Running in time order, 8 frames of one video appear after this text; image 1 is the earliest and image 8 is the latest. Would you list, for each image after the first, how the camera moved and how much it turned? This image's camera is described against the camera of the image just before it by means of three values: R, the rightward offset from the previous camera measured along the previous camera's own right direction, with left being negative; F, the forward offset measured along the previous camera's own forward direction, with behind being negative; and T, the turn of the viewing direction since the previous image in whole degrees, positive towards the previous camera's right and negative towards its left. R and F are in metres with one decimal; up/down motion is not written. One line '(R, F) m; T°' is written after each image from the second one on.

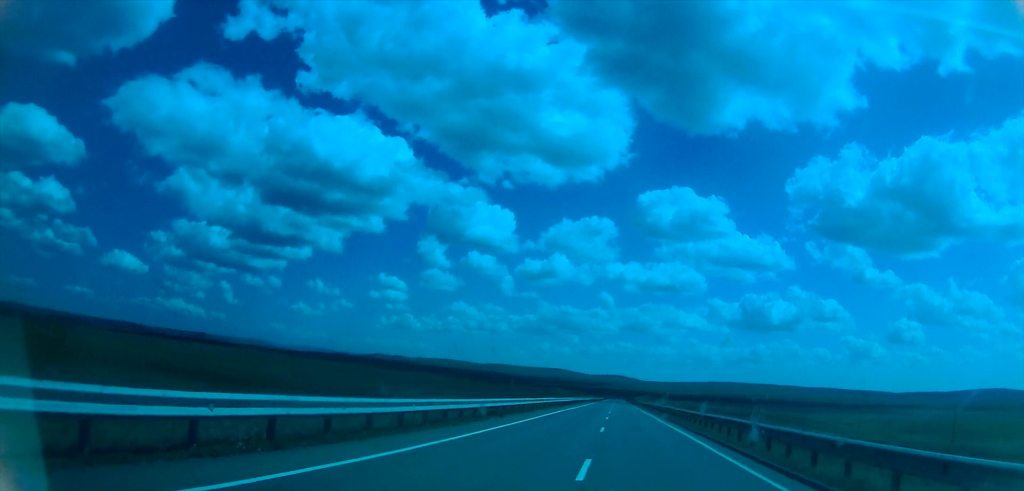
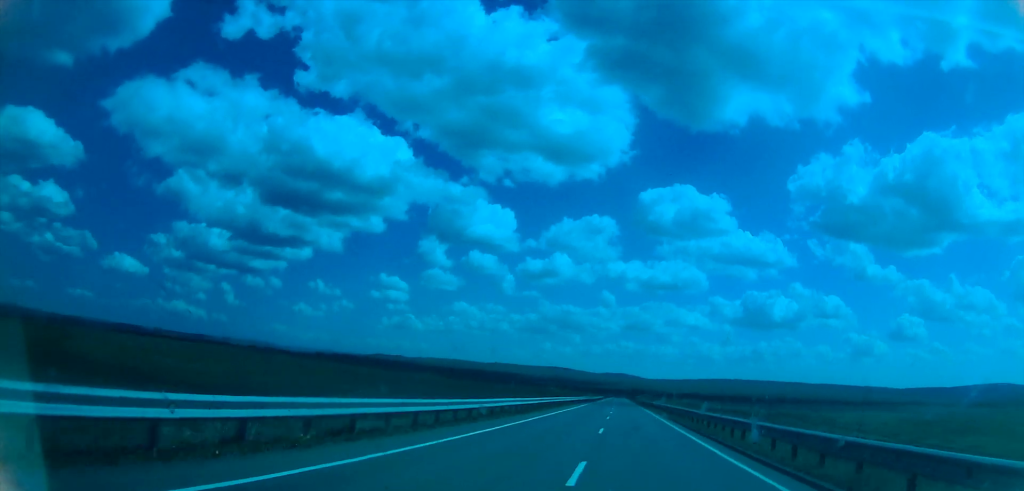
(0.0, +36.7) m; 0°
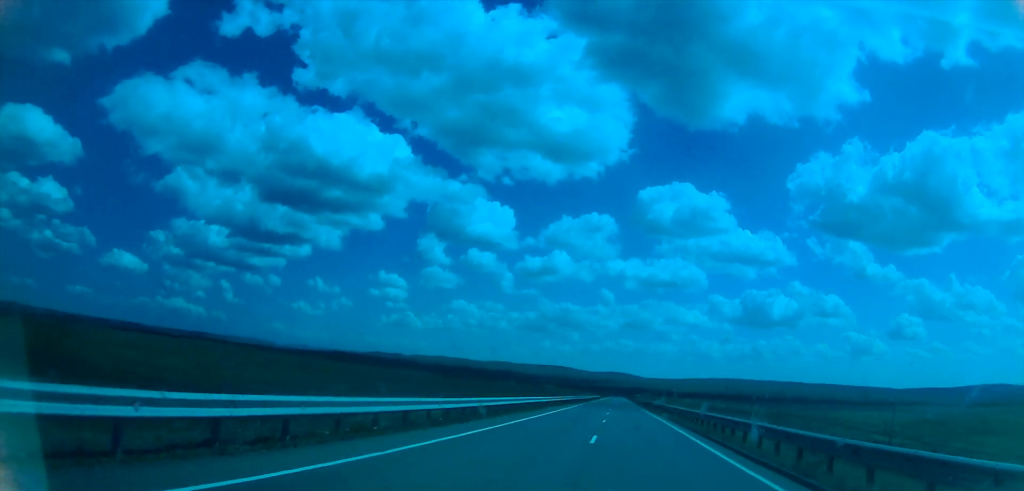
(0.0, +16.7) m; 0°
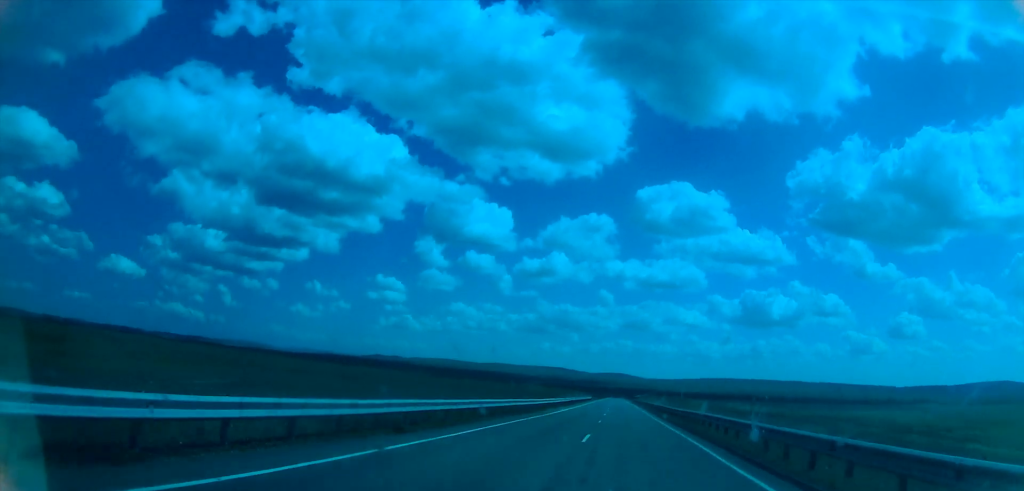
(0.0, +47.6) m; 0°
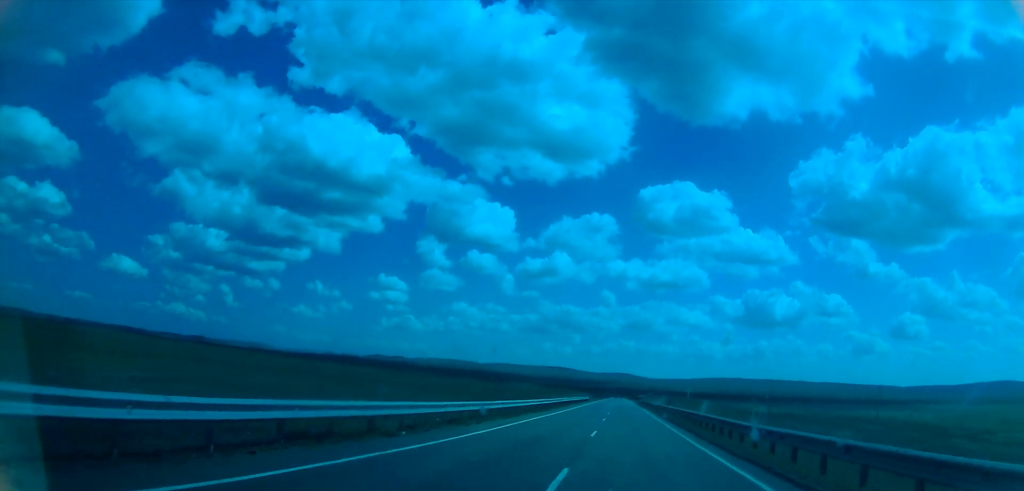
(0.0, +20.6) m; 0°
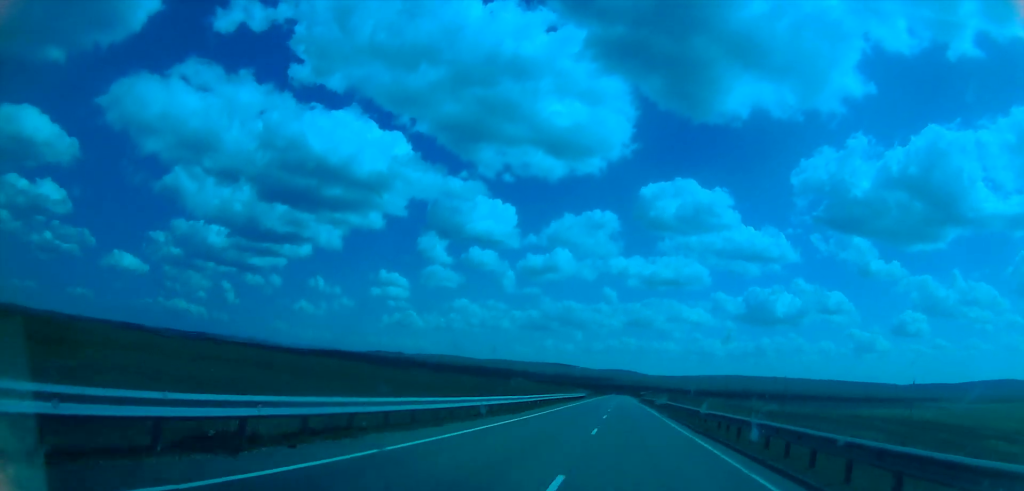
(0.0, +13.3) m; 0°
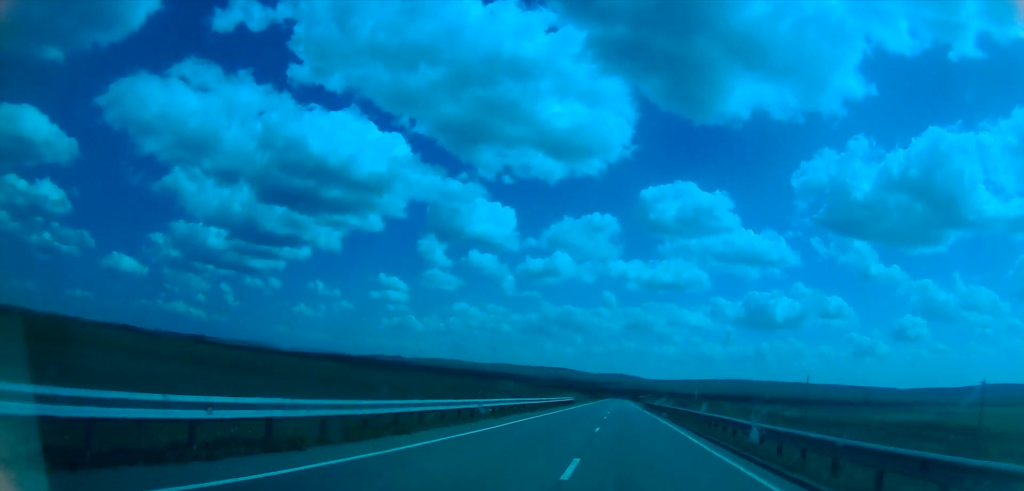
(0.0, +21.5) m; 0°
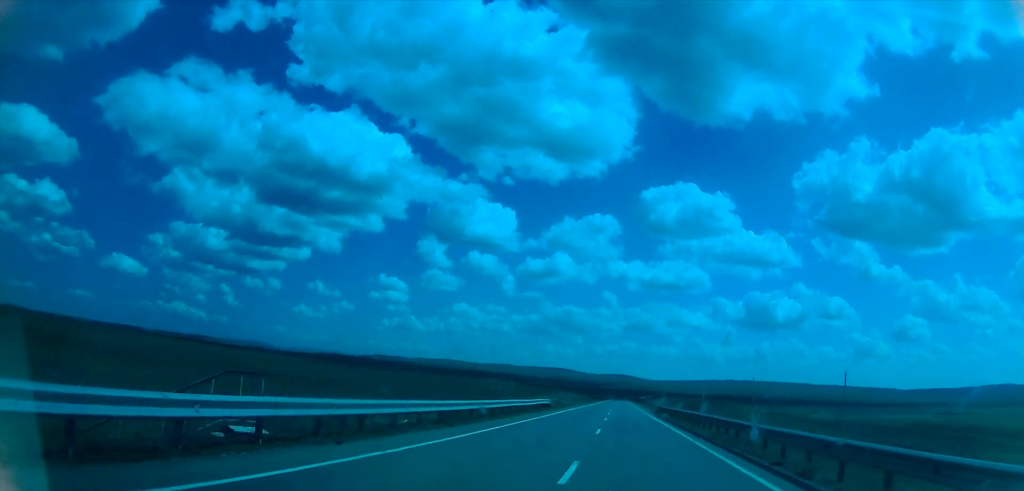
(0.0, +24.4) m; 0°
